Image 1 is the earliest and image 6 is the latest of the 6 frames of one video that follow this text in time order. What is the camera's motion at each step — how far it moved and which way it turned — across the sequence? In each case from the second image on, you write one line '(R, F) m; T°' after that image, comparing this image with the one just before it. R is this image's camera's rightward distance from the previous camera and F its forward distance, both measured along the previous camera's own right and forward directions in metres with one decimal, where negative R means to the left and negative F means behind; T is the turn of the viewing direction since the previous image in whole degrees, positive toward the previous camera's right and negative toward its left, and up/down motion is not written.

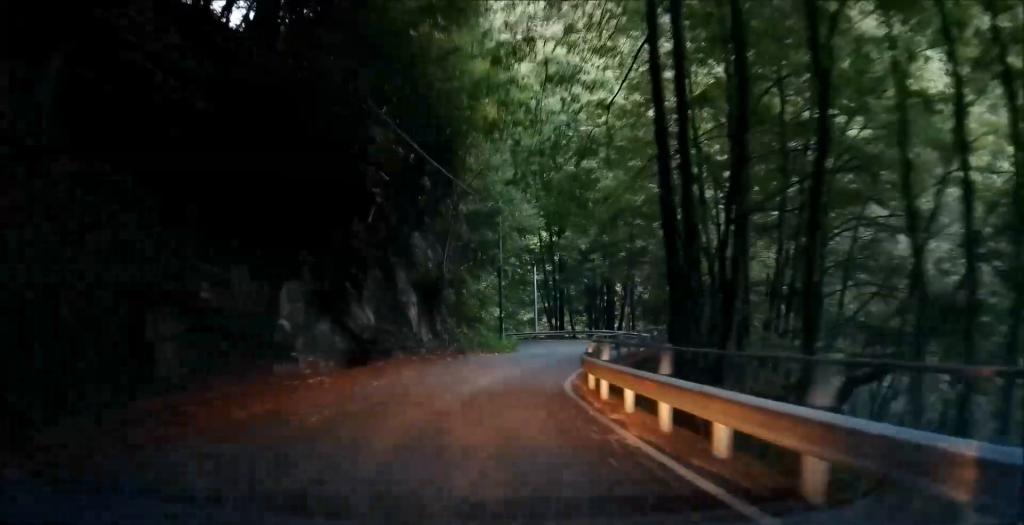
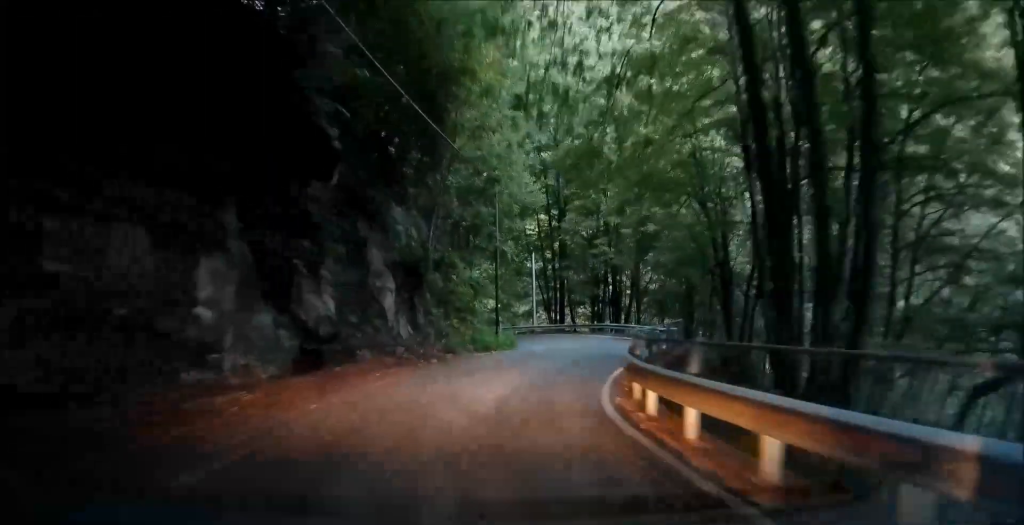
(+0.2, +5.4) m; +3°
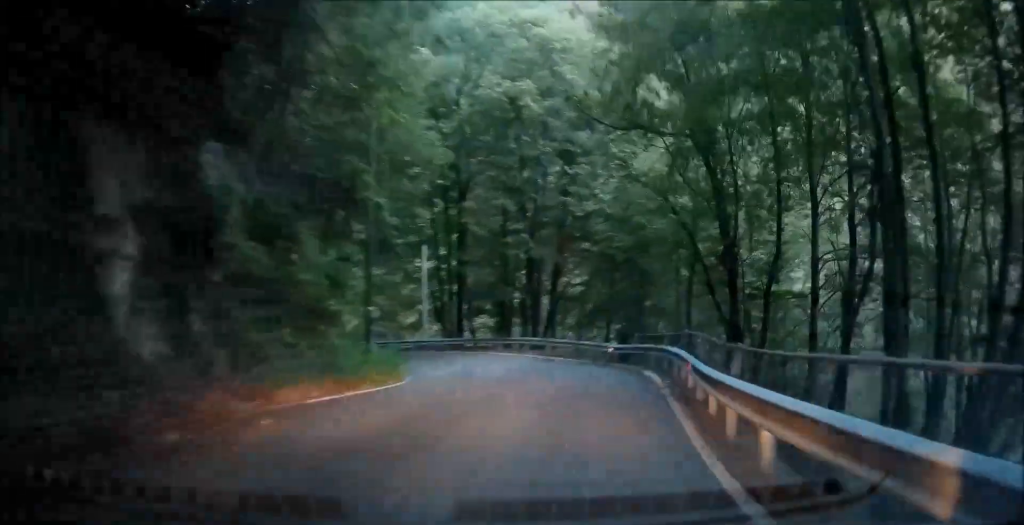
(+0.6, +12.3) m; +2°
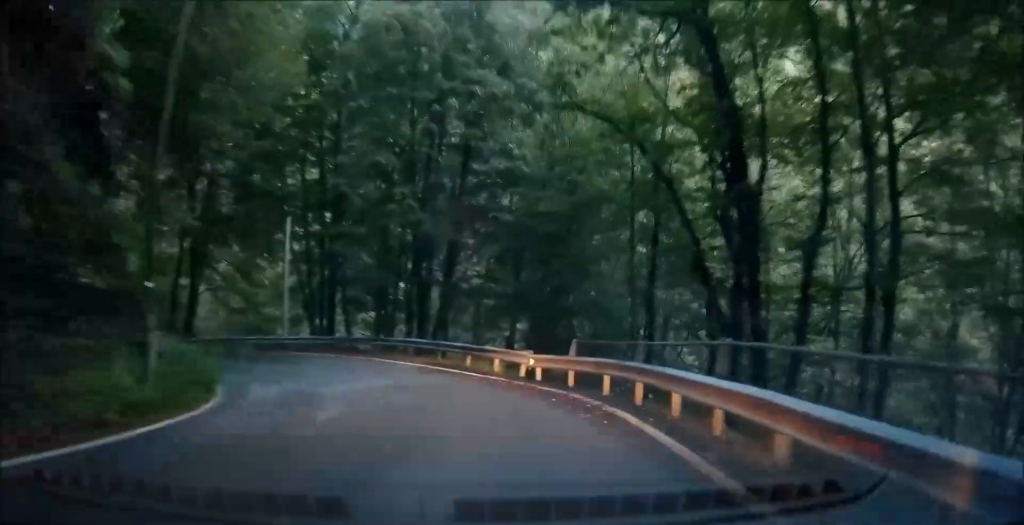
(-0.1, +9.1) m; 0°
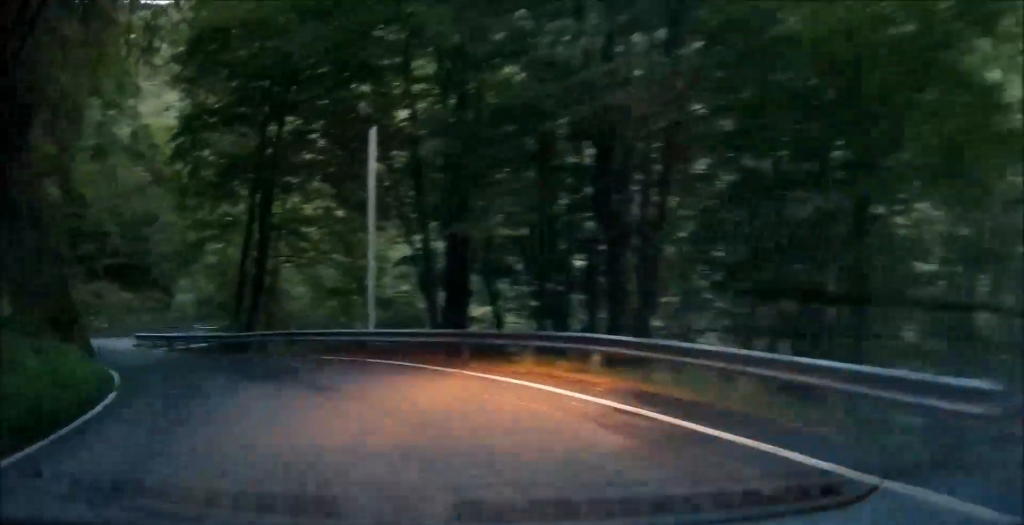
(+0.3, +14.2) m; -4°
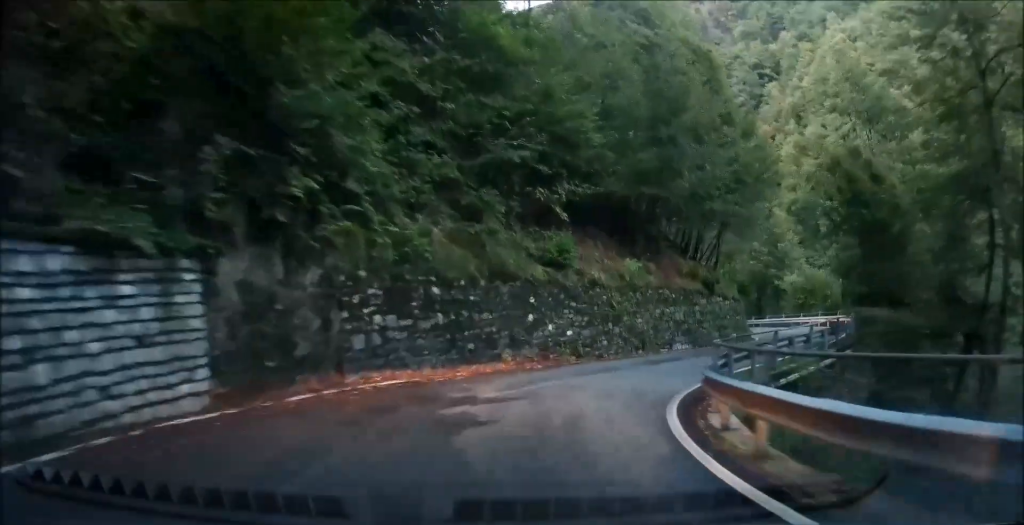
(-8.3, +24.7) m; -25°
